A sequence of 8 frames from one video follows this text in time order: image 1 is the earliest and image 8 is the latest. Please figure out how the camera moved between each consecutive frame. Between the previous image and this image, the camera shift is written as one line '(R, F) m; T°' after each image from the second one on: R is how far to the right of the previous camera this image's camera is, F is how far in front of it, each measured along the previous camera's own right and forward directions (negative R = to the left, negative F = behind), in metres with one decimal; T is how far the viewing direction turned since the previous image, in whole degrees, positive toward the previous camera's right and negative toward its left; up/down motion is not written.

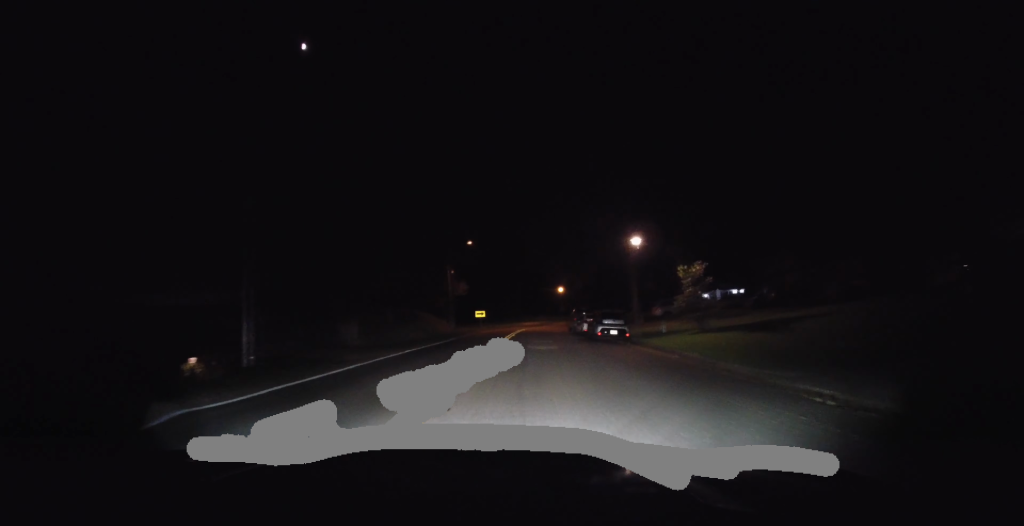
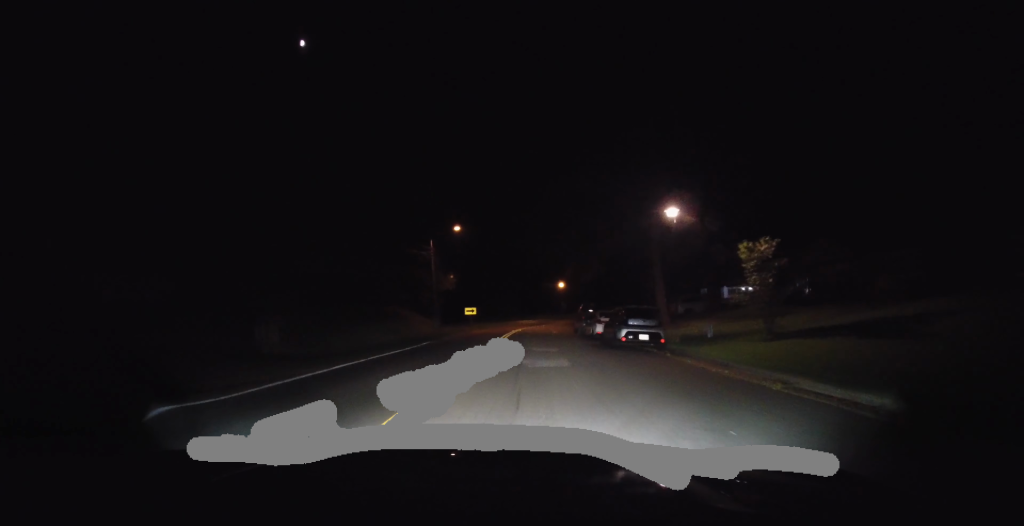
(+0.1, +7.2) m; 0°
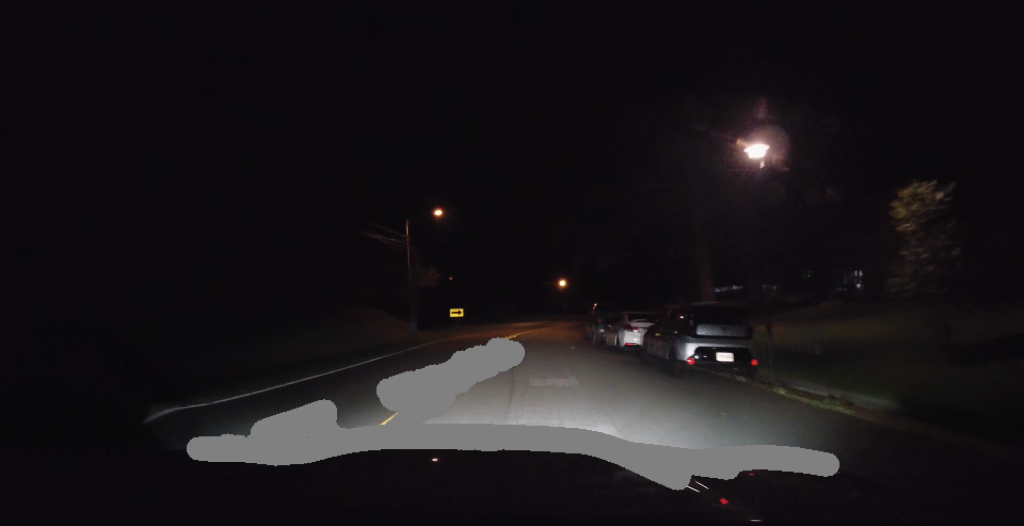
(+0.1, +8.0) m; -1°
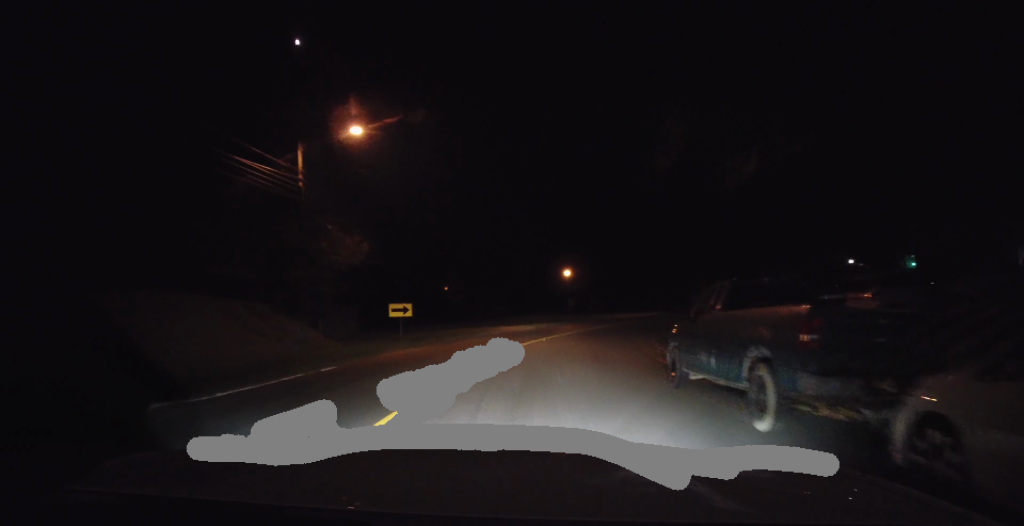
(-0.2, +17.1) m; +1°
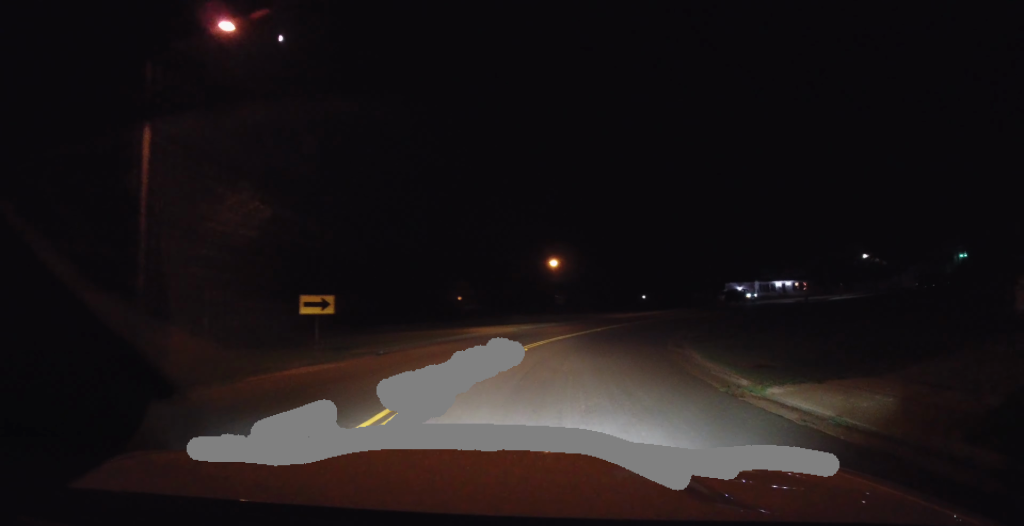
(+0.1, +8.3) m; +2°
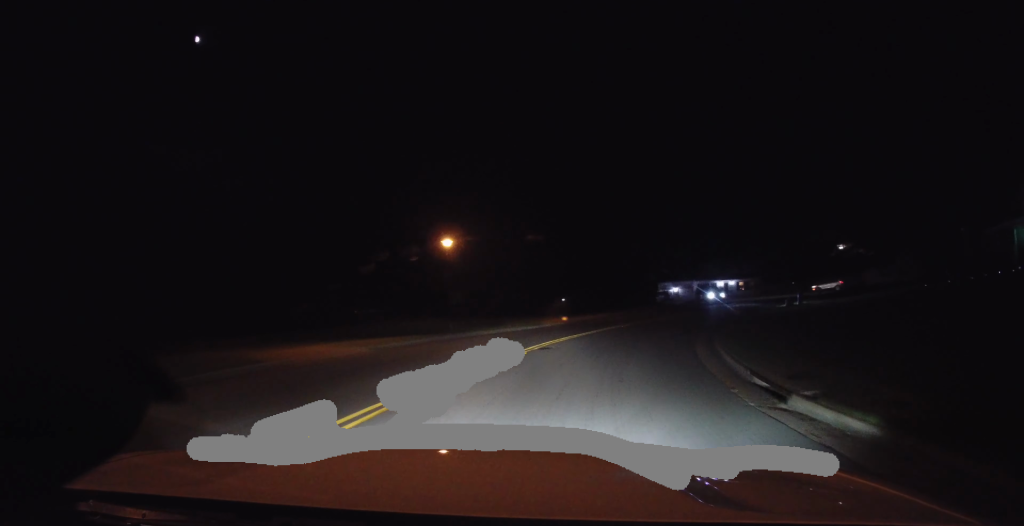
(+0.9, +14.8) m; +10°
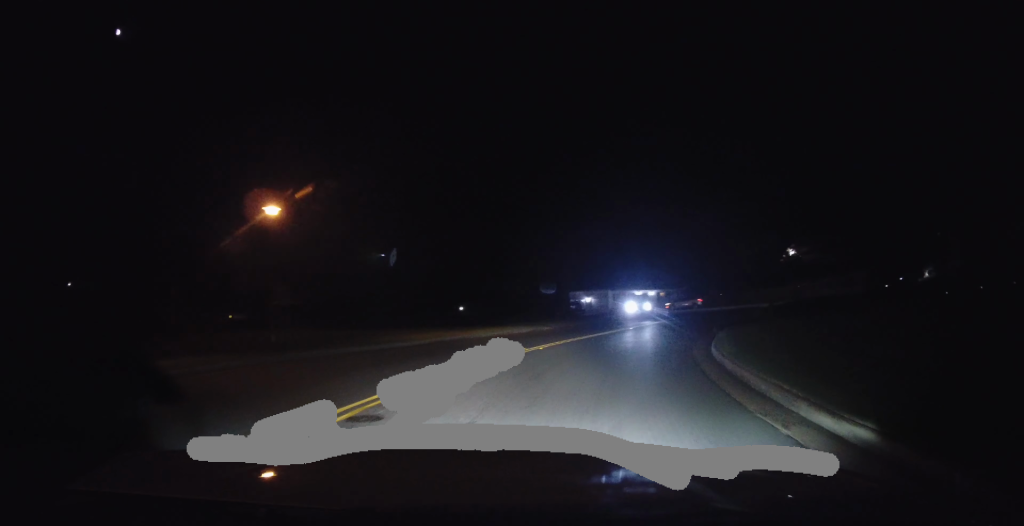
(+0.9, +10.0) m; +9°
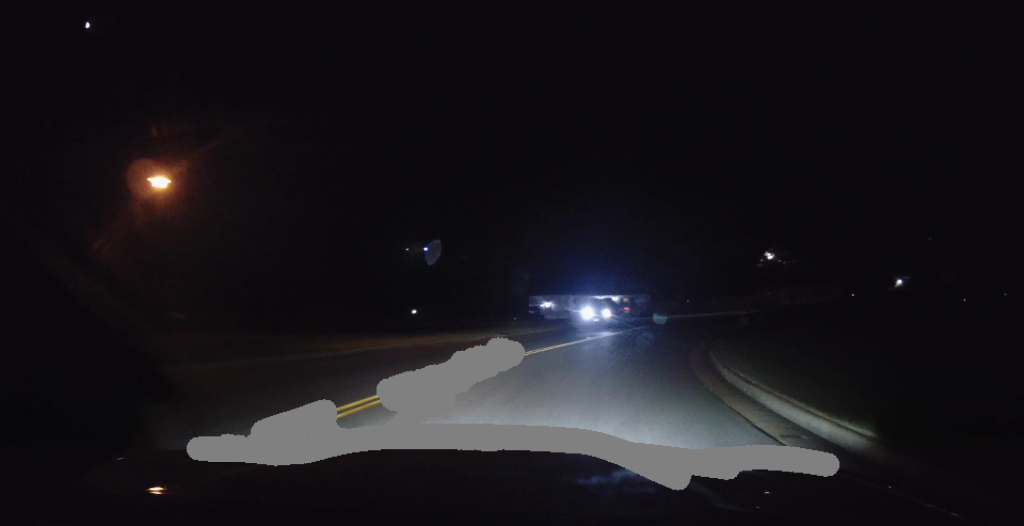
(0.0, +4.1) m; +4°
